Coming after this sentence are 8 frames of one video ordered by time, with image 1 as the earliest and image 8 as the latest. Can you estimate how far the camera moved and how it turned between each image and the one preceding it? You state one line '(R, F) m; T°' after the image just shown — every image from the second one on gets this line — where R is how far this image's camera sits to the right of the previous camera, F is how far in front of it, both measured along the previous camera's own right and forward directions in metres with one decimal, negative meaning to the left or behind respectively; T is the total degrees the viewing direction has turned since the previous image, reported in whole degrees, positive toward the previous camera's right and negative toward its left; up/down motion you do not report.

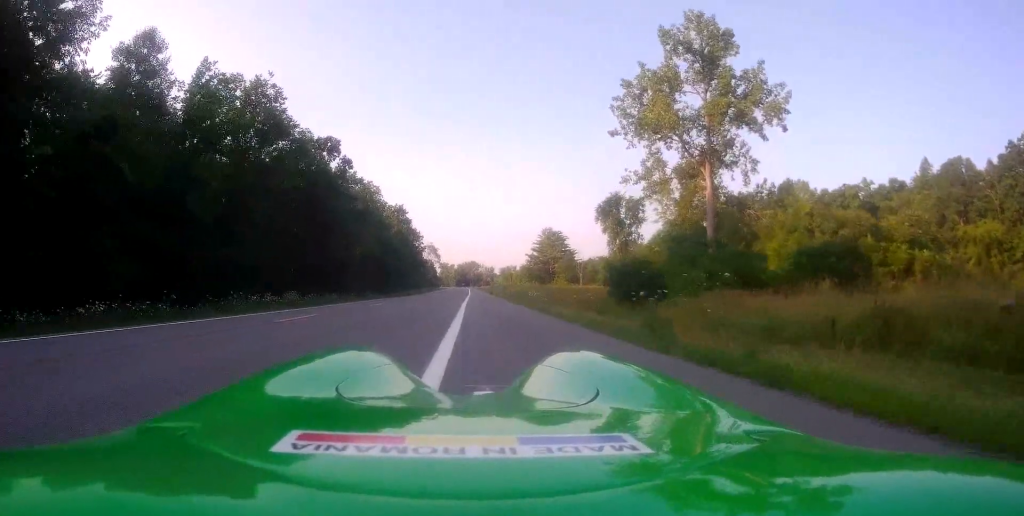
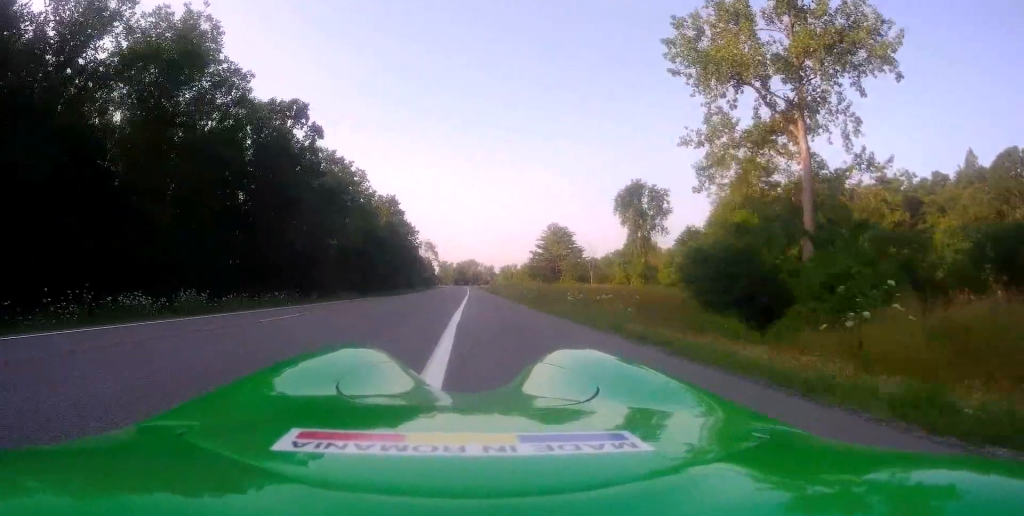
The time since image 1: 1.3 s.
(+0.2, +13.0) m; 0°
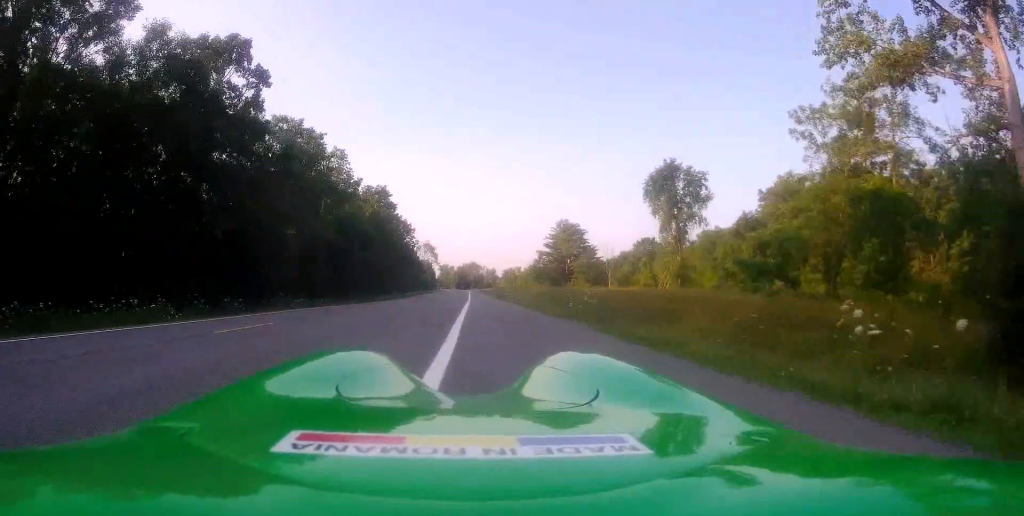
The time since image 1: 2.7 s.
(0.0, +14.0) m; +2°
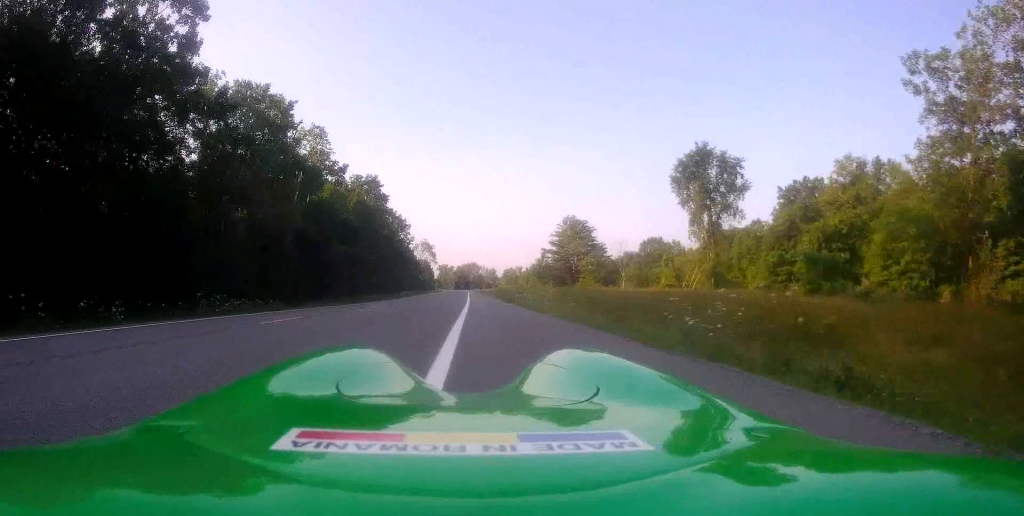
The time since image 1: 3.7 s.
(+0.1, +10.3) m; +1°
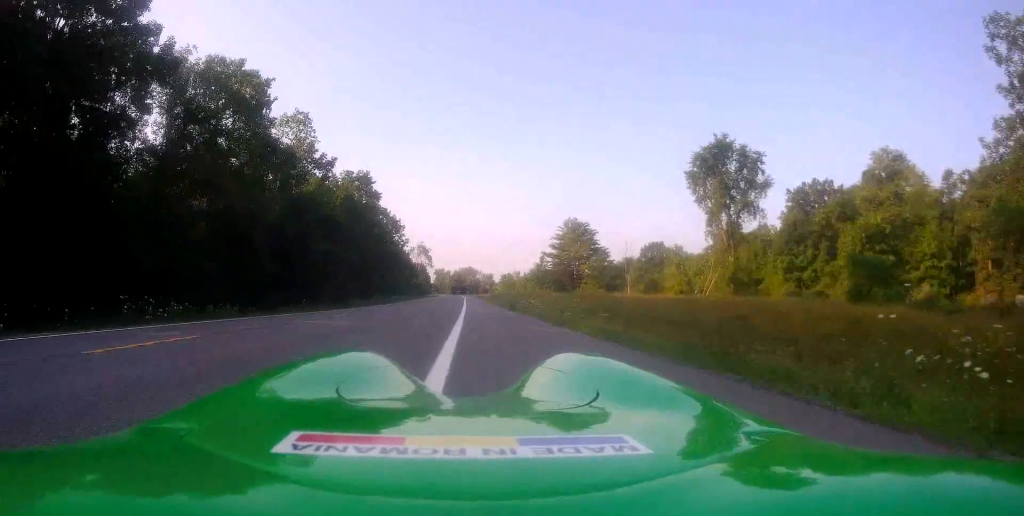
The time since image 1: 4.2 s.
(0.0, +5.6) m; 0°
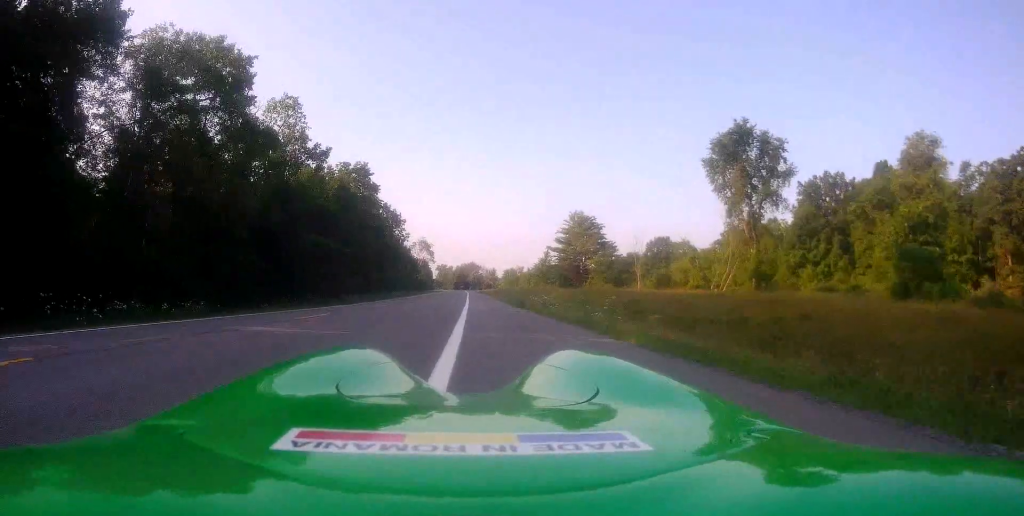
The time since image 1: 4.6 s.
(0.0, +4.3) m; 0°
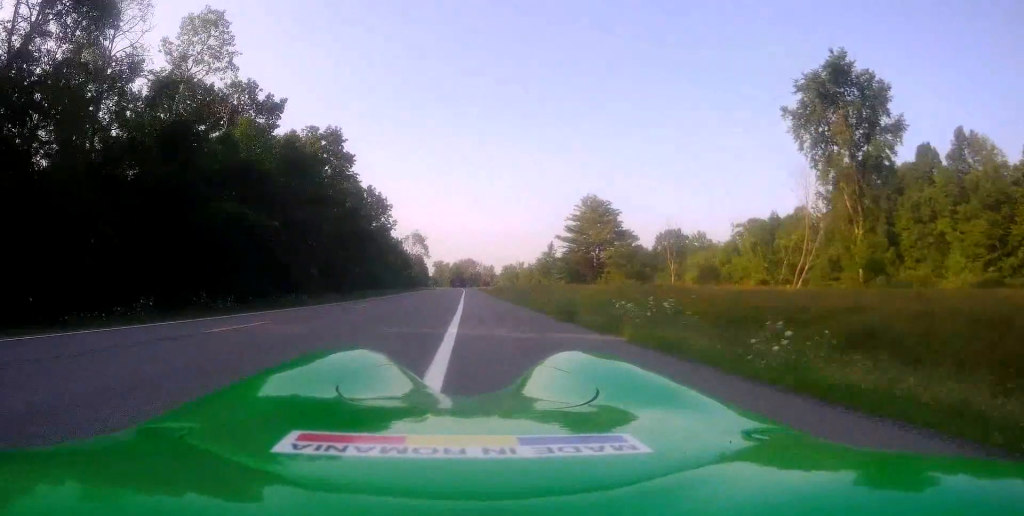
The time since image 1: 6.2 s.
(0.0, +16.2) m; +1°
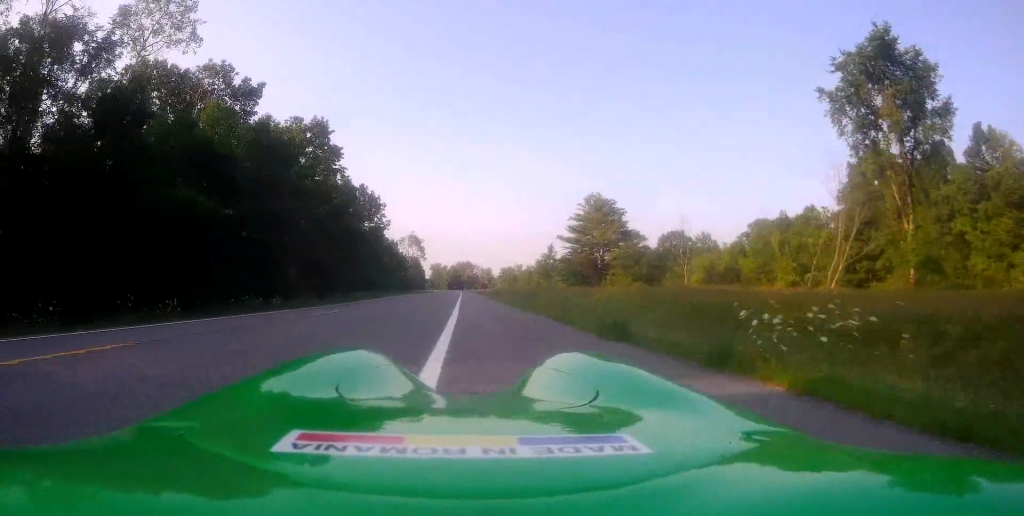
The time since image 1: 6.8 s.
(-0.1, +5.5) m; +1°
